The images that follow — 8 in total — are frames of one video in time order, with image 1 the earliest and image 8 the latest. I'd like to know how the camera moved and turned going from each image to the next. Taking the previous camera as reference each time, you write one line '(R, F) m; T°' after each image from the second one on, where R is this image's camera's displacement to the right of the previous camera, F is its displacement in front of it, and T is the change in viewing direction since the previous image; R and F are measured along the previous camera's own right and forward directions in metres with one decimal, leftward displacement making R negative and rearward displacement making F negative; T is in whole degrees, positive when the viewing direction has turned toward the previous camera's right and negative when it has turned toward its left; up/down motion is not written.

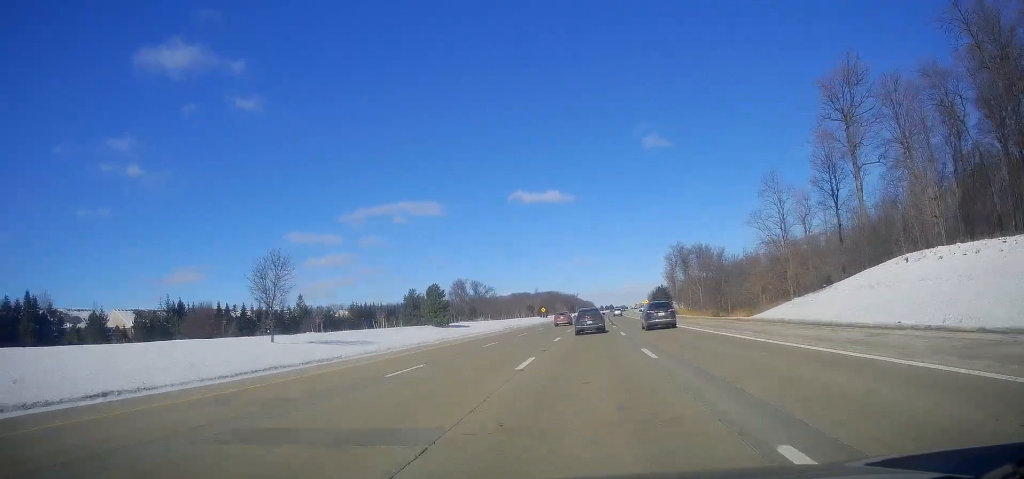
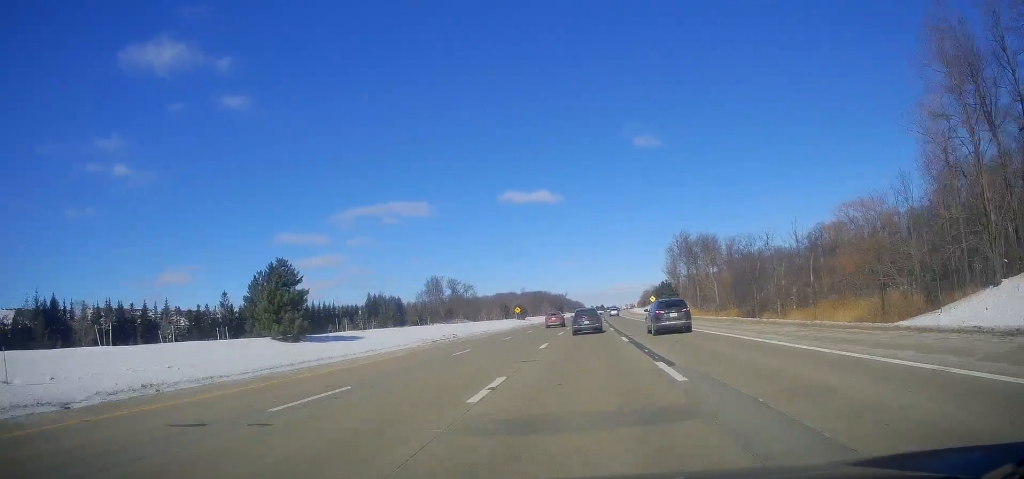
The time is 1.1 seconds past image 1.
(-0.3, +36.1) m; +1°
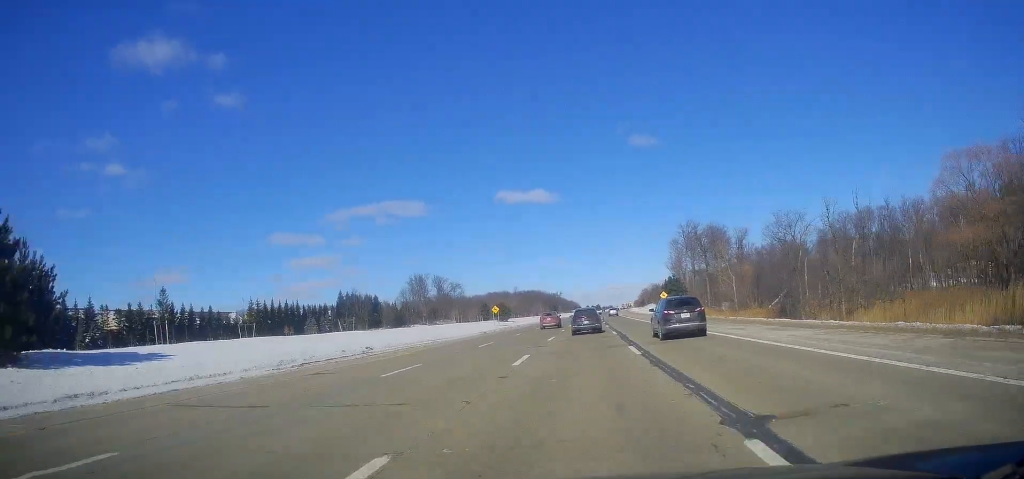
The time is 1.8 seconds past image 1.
(+0.3, +23.1) m; +2°
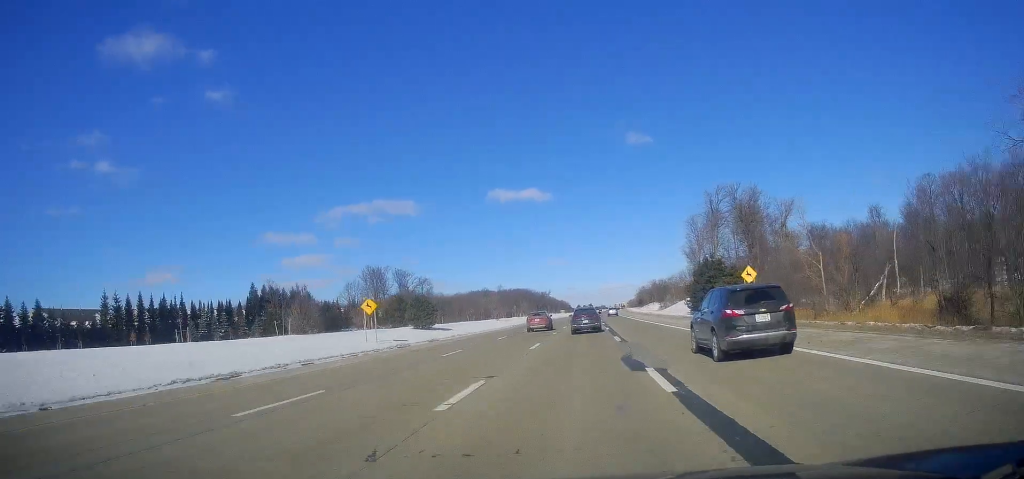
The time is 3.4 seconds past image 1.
(+0.2, +53.3) m; 0°
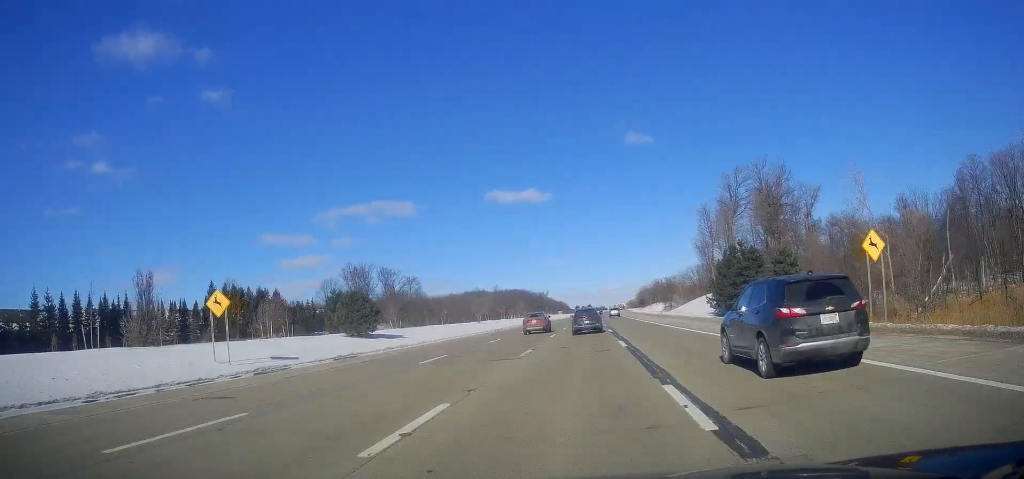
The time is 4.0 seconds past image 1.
(-0.1, +18.9) m; 0°
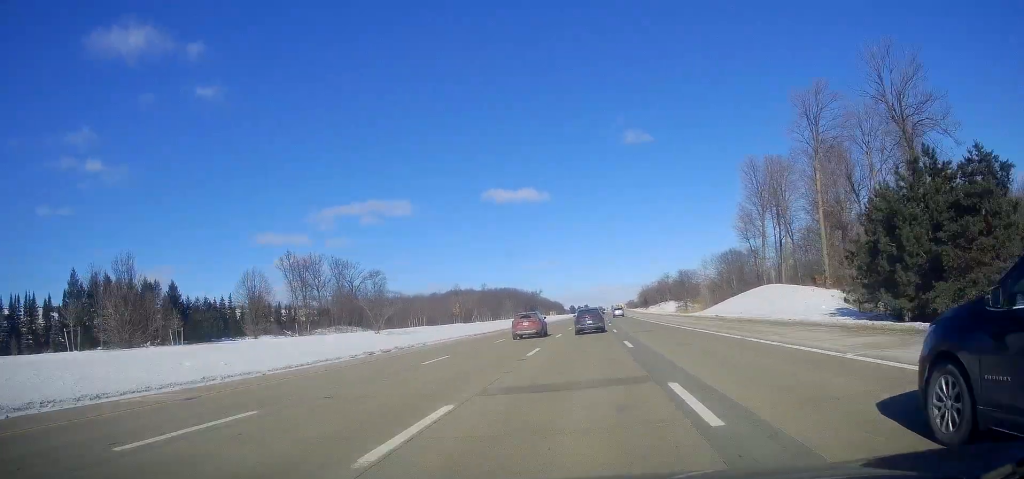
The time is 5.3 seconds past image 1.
(+0.5, +45.6) m; +1°
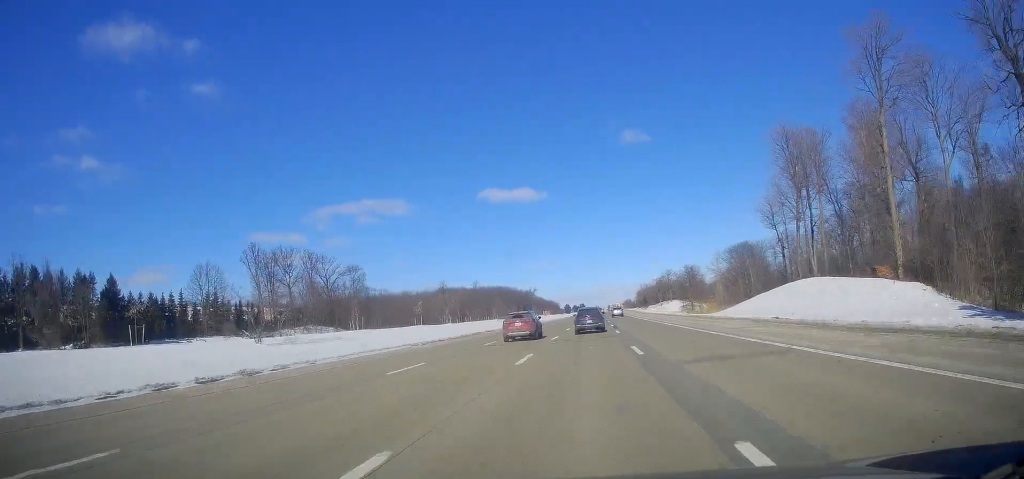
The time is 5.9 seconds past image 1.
(-0.1, +19.0) m; 0°
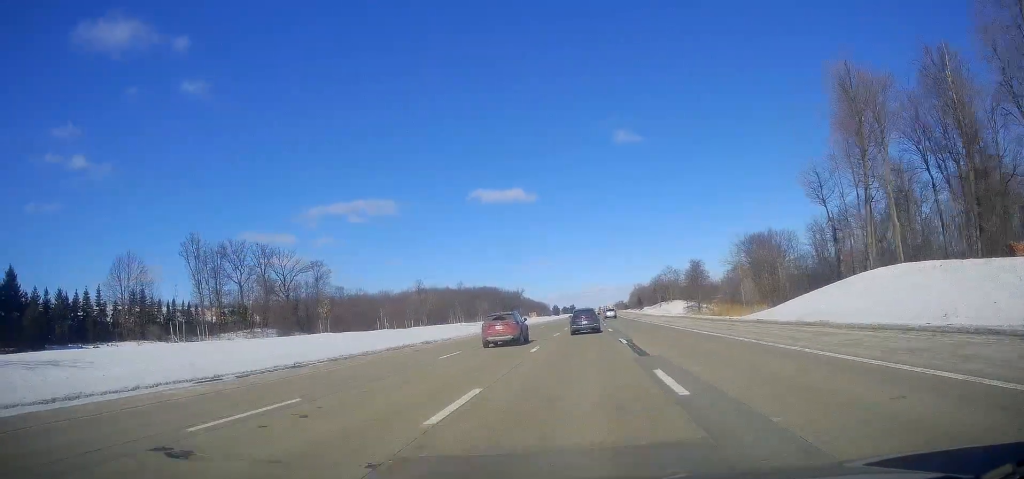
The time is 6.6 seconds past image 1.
(+0.3, +24.7) m; 0°
